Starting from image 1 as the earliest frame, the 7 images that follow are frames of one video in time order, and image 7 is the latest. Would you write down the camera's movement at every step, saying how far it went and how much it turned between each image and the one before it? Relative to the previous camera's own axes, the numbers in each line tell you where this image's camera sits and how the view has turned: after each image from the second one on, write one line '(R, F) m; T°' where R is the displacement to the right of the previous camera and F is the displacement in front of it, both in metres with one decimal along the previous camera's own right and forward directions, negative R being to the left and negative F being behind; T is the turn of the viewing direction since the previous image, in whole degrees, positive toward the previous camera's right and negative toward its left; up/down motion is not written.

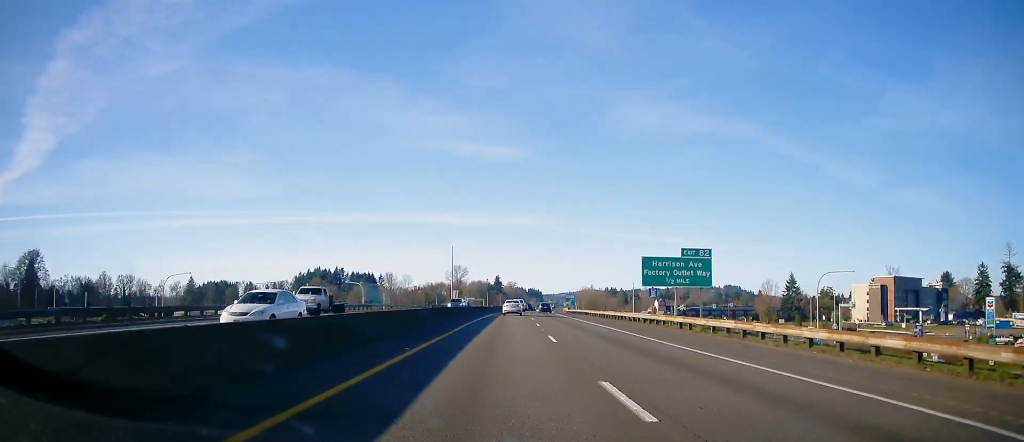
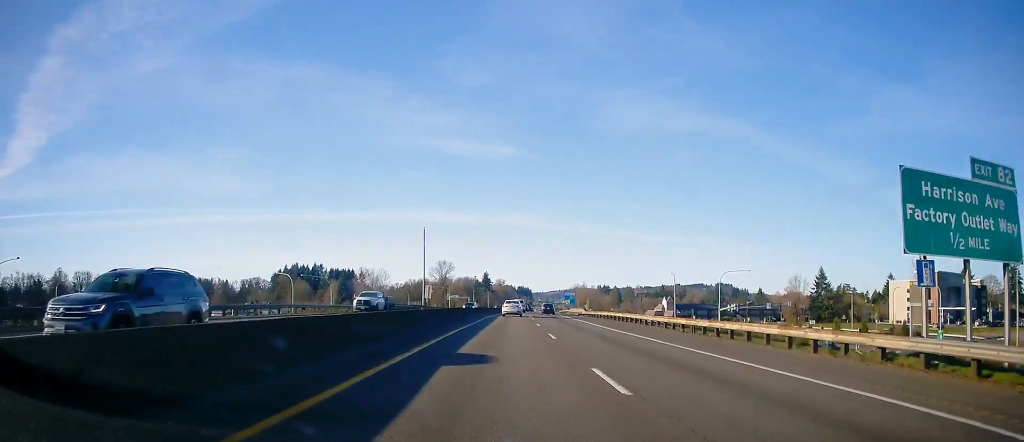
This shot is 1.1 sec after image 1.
(+0.2, +34.5) m; +1°
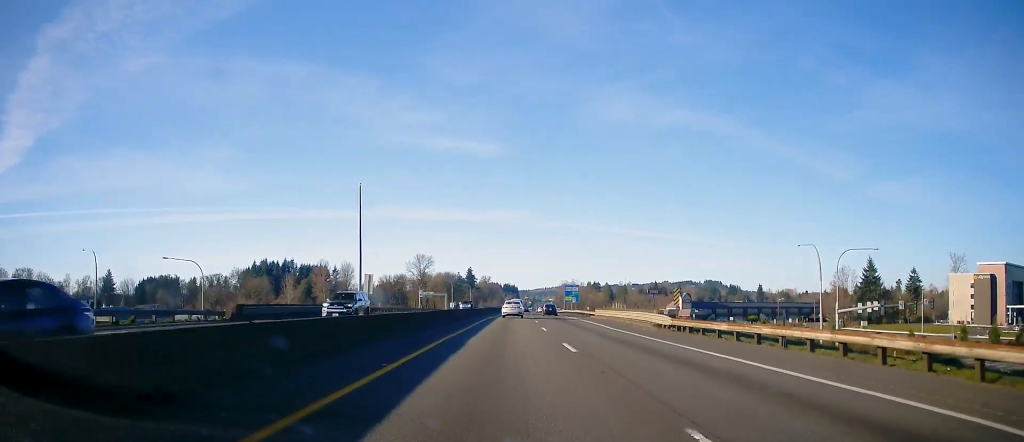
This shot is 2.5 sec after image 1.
(+0.8, +41.9) m; +2°
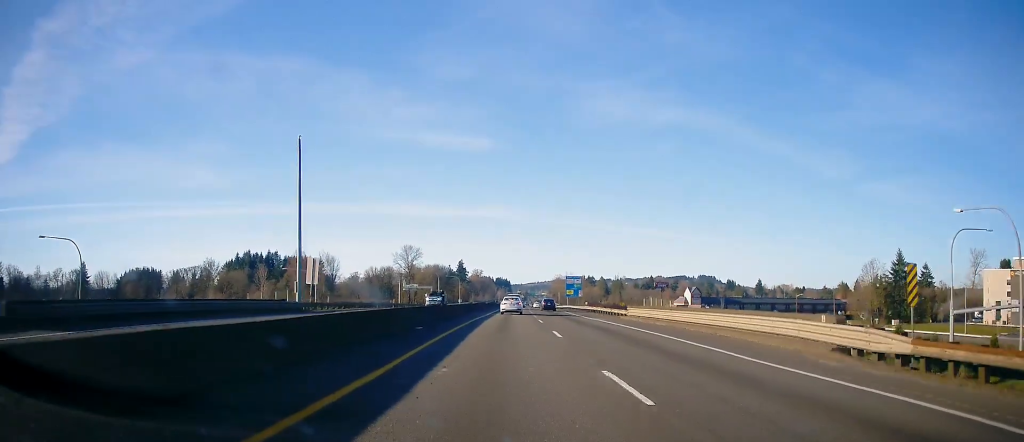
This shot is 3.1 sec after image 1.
(0.0, +19.7) m; 0°
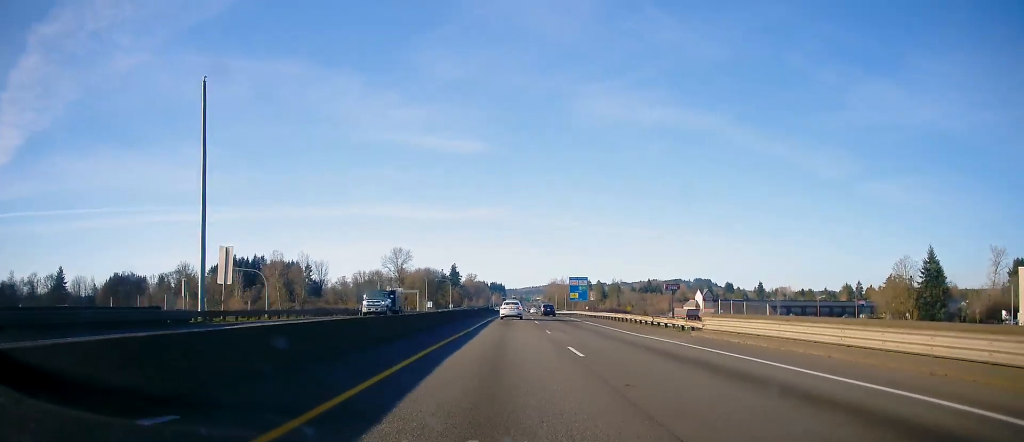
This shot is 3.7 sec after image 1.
(0.0, +17.6) m; +1°
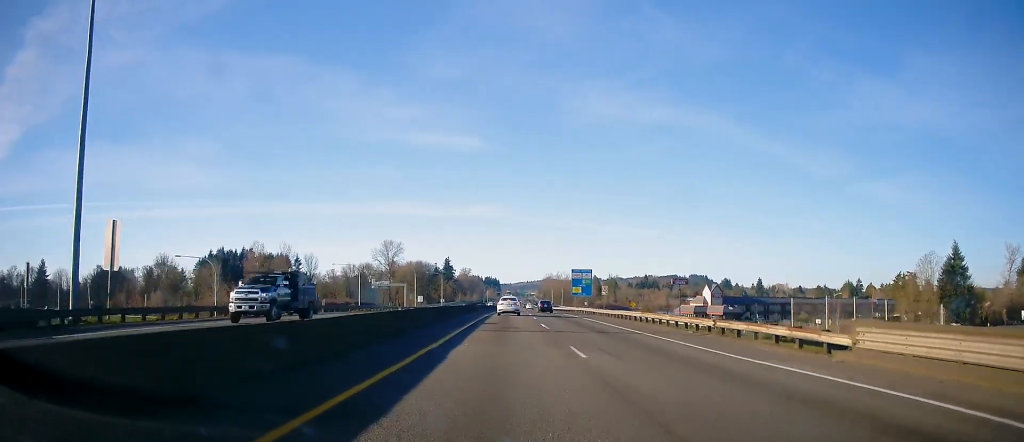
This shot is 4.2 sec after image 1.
(+0.1, +12.5) m; +1°
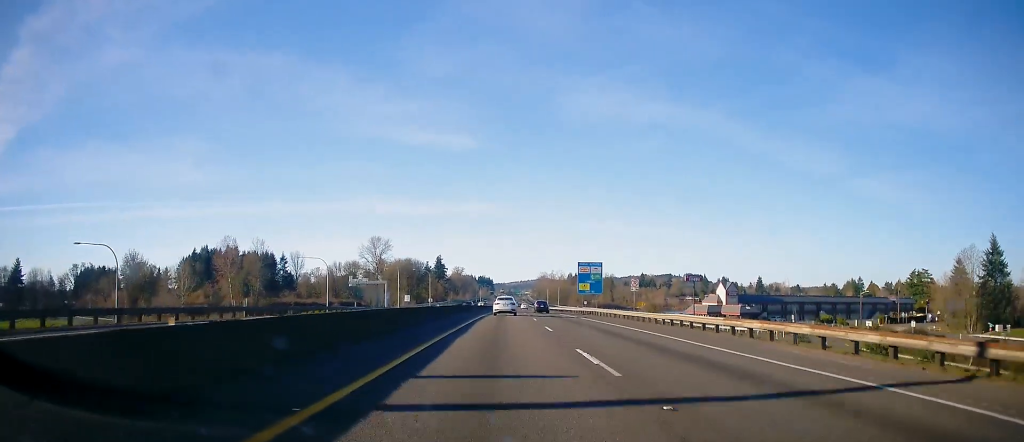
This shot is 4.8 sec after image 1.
(+0.1, +17.0) m; +1°
